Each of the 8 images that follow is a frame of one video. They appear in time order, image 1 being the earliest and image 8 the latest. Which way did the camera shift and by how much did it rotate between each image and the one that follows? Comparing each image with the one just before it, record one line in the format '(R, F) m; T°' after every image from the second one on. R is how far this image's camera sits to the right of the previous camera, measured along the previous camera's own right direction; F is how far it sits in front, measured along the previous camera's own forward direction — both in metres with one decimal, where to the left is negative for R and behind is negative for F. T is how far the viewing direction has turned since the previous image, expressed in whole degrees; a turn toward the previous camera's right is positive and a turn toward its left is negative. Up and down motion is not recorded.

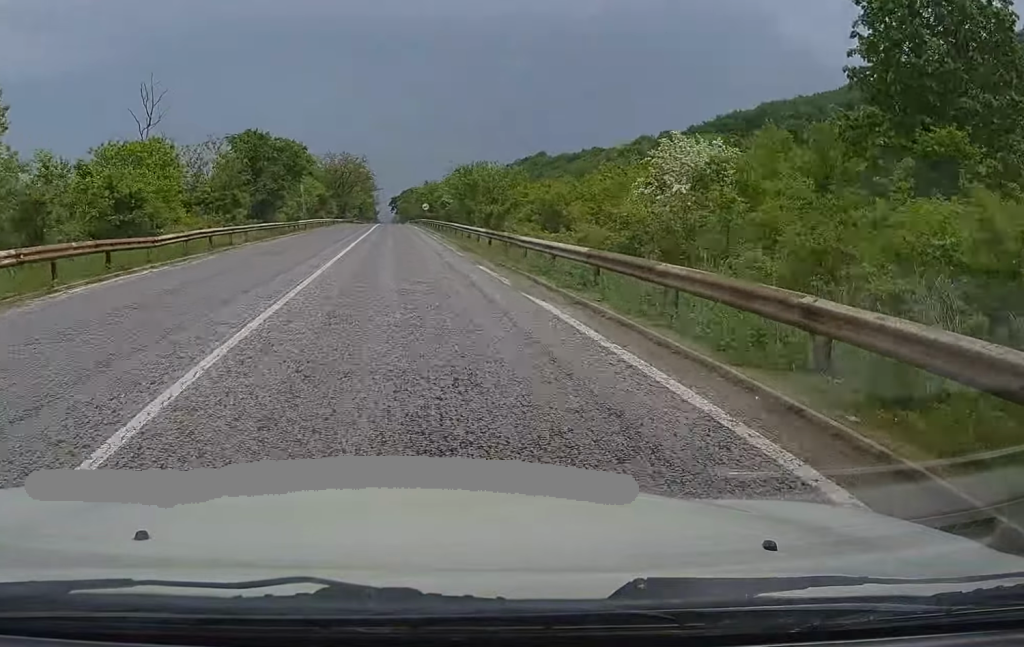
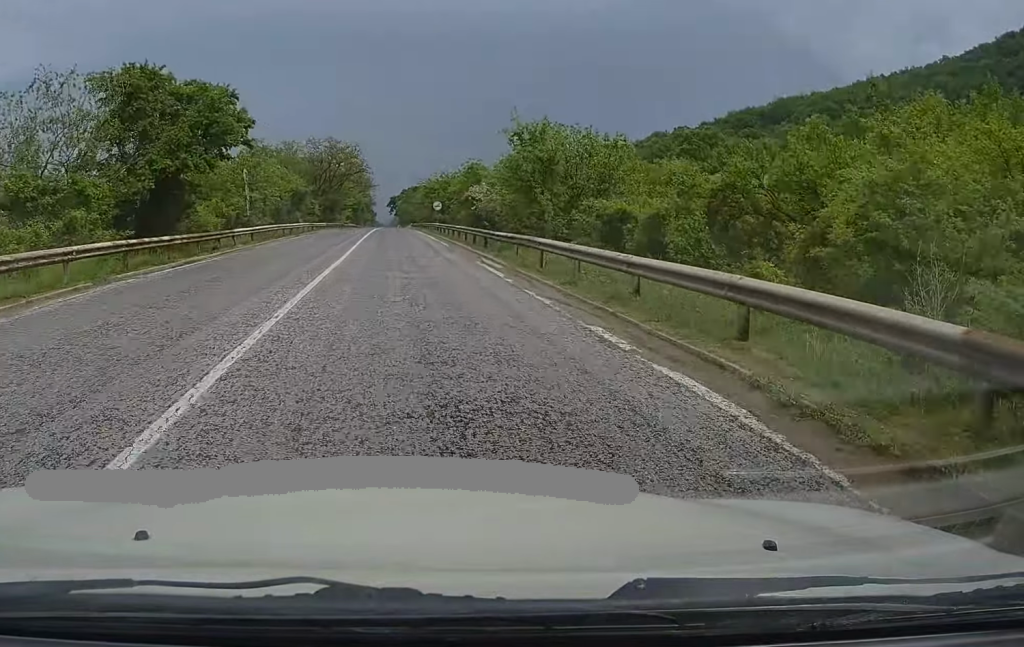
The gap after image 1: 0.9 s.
(0.0, +24.8) m; 0°
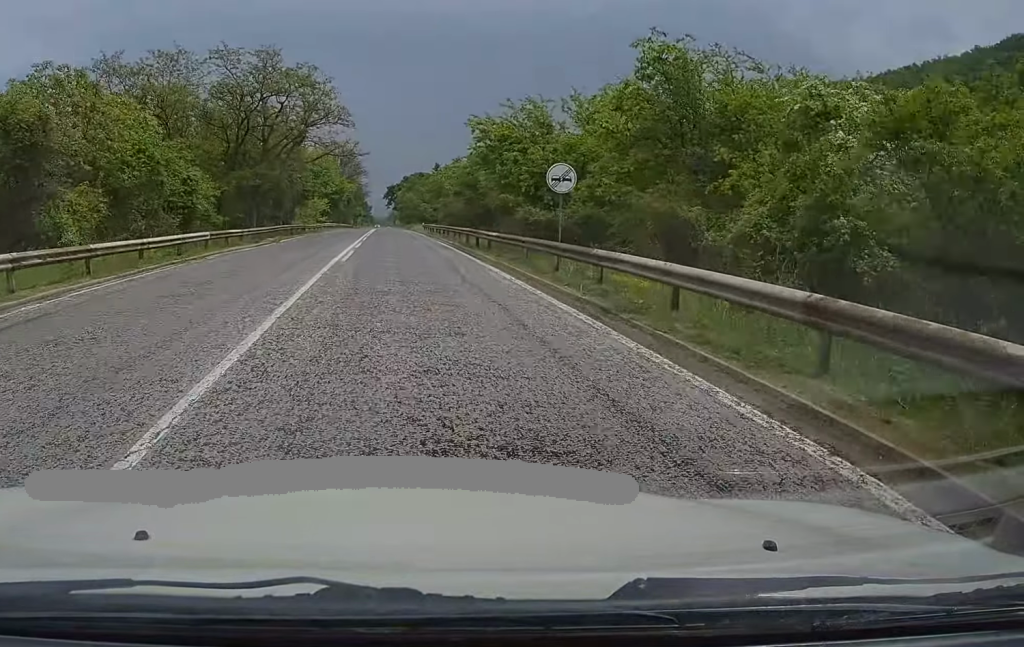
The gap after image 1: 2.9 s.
(+0.1, +51.1) m; 0°
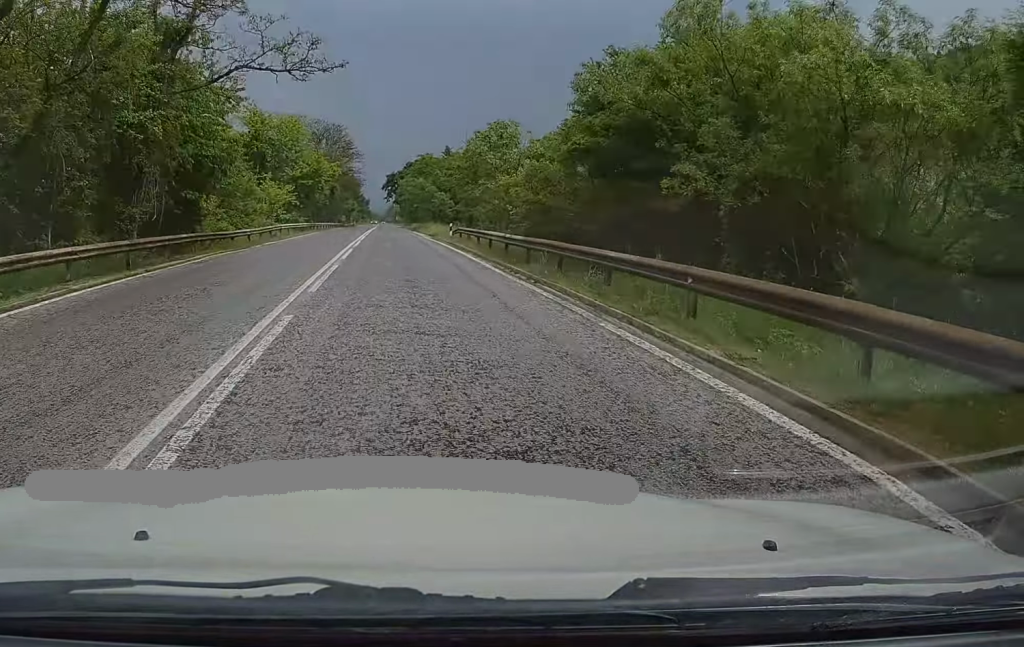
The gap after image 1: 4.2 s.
(-0.1, +34.7) m; -1°
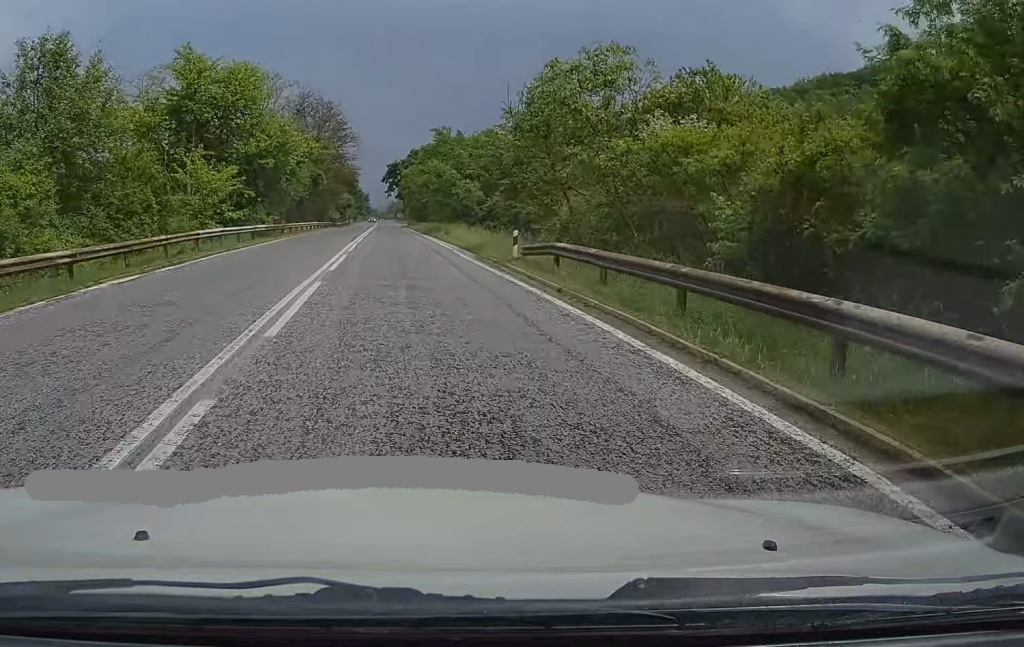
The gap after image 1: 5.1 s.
(-0.4, +22.3) m; 0°
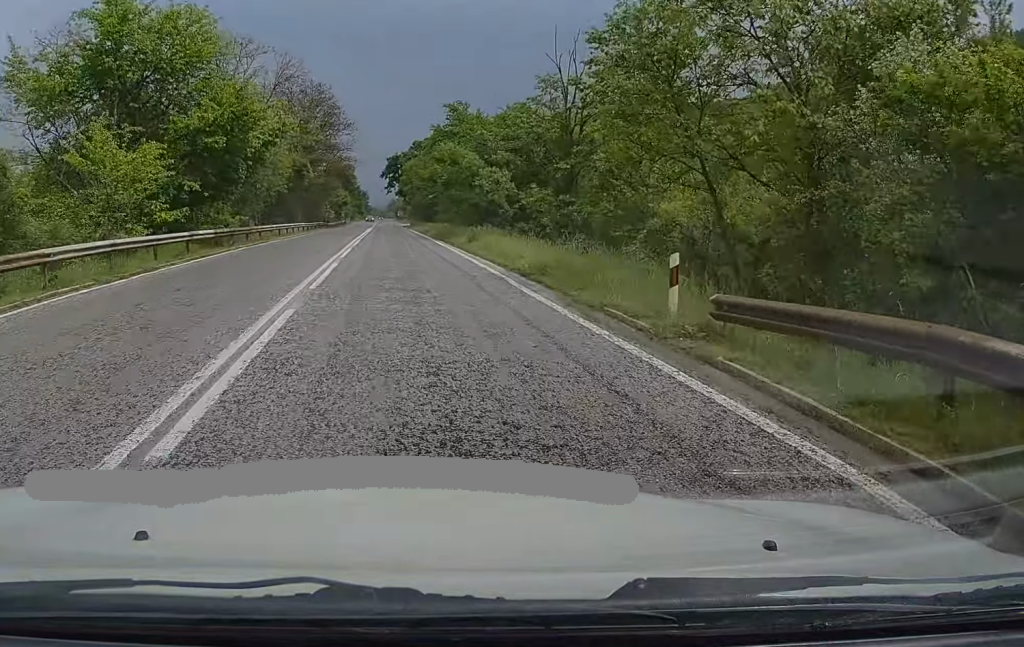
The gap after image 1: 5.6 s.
(+0.3, +12.7) m; +1°
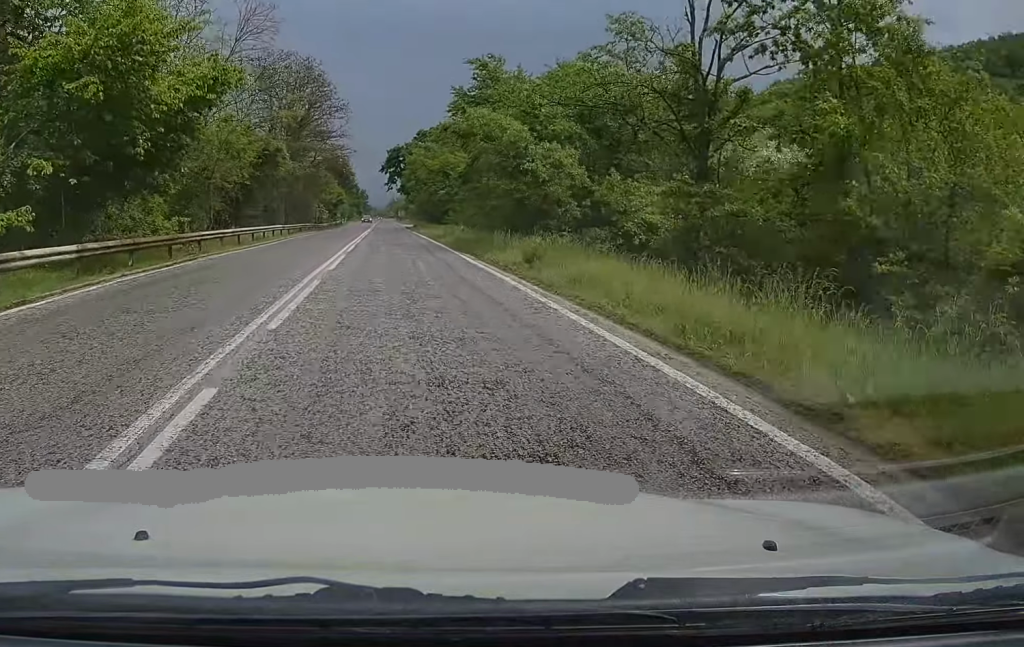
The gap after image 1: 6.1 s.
(+0.1, +13.6) m; +1°
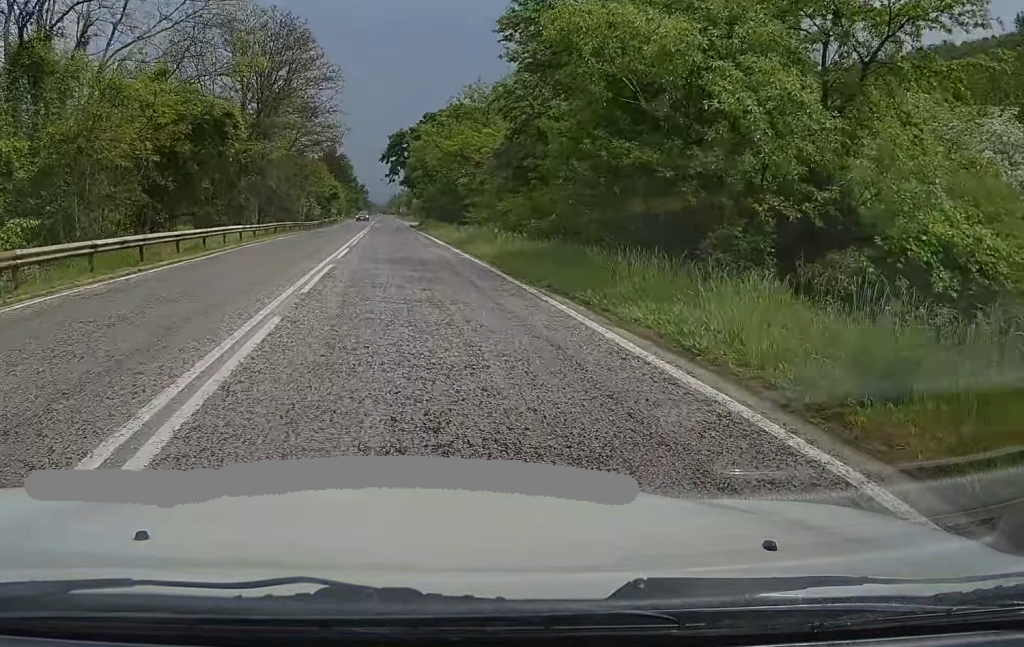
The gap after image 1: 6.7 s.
(0.0, +14.4) m; 0°
